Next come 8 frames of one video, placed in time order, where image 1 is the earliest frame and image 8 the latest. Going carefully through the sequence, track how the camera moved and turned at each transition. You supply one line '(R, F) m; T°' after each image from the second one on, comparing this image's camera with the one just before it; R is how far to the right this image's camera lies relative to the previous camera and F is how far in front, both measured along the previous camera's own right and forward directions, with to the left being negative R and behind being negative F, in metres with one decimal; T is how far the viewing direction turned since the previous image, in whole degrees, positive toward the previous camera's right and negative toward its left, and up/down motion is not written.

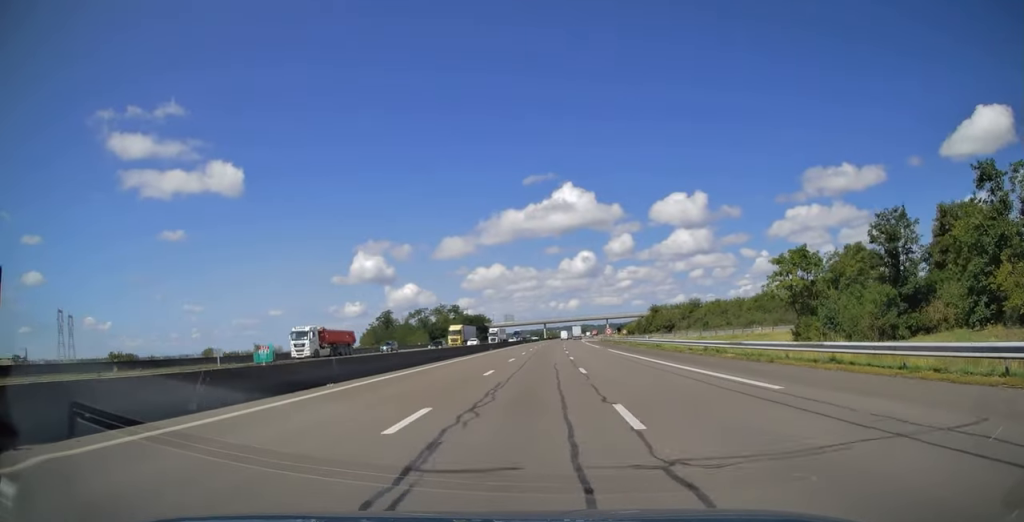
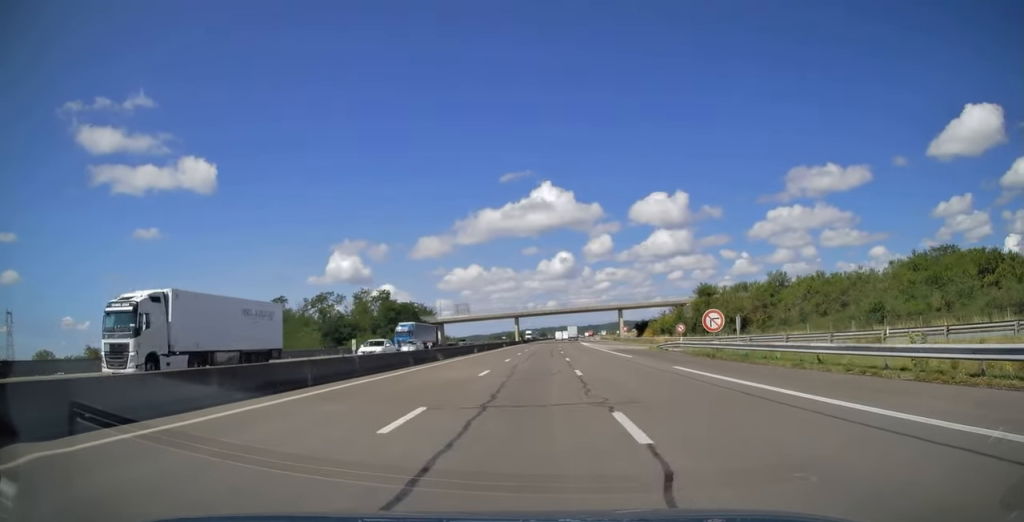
(+1.0, +79.2) m; +1°
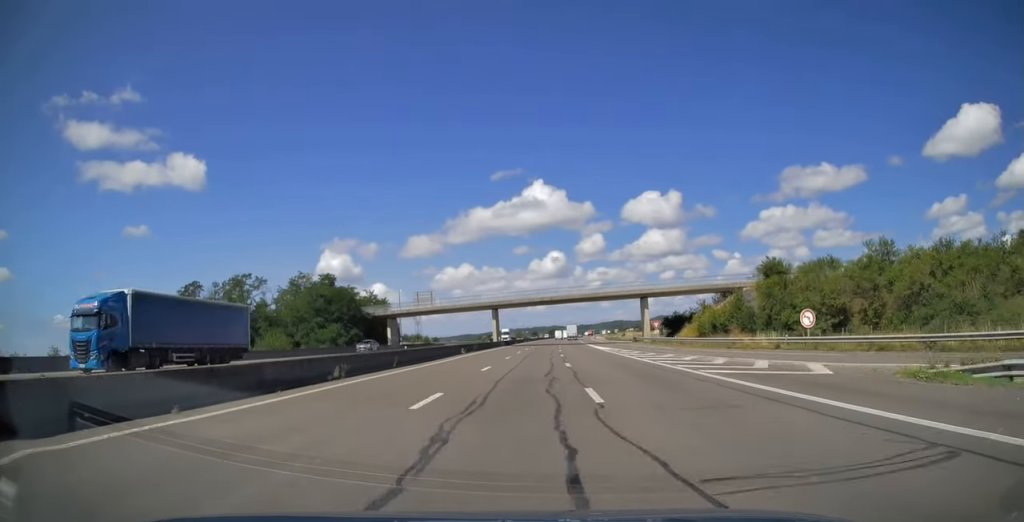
(+0.3, +36.9) m; +1°
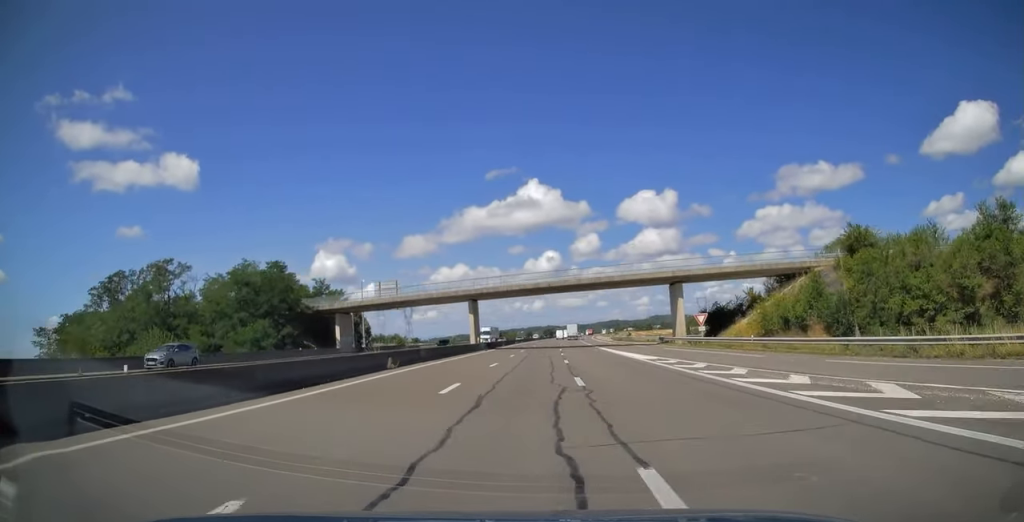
(+0.1, +22.5) m; +1°
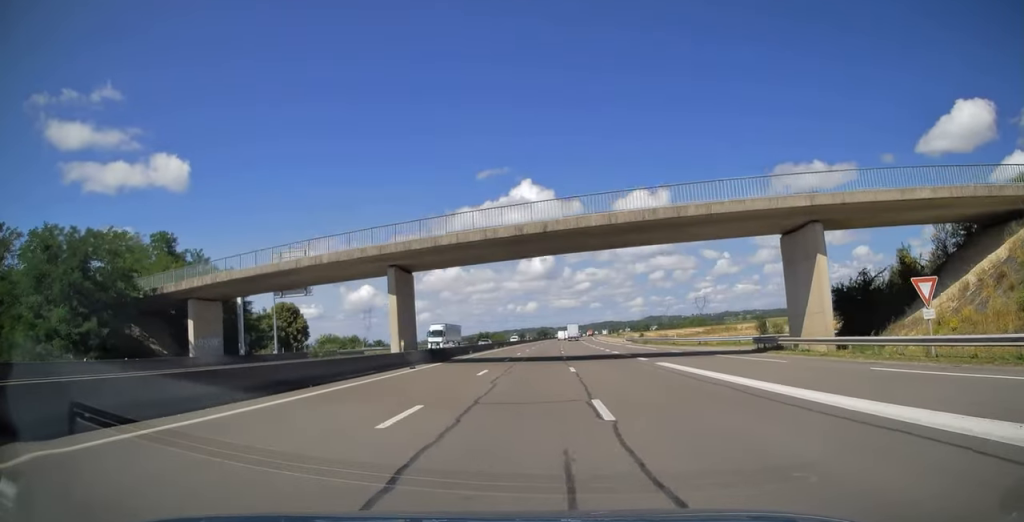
(+0.3, +31.6) m; +1°
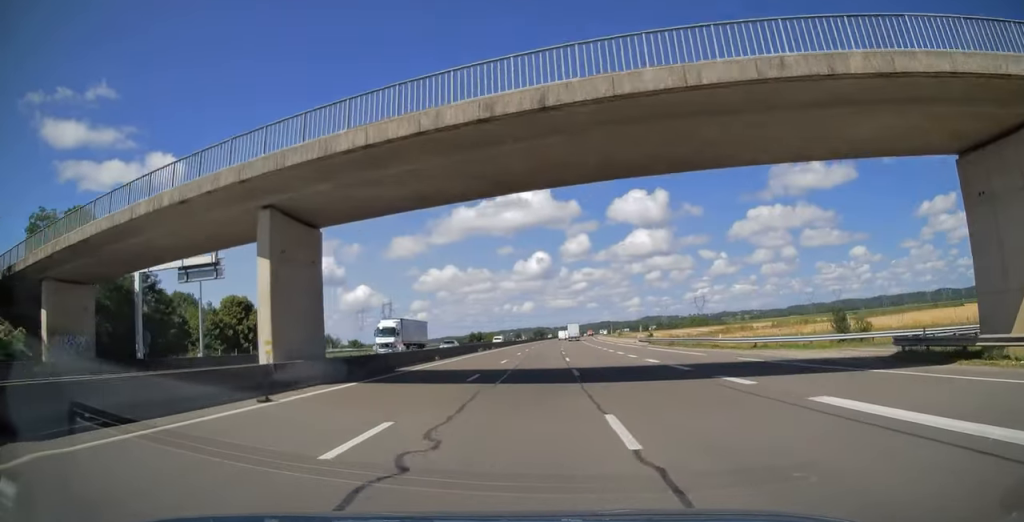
(+0.1, +15.5) m; 0°
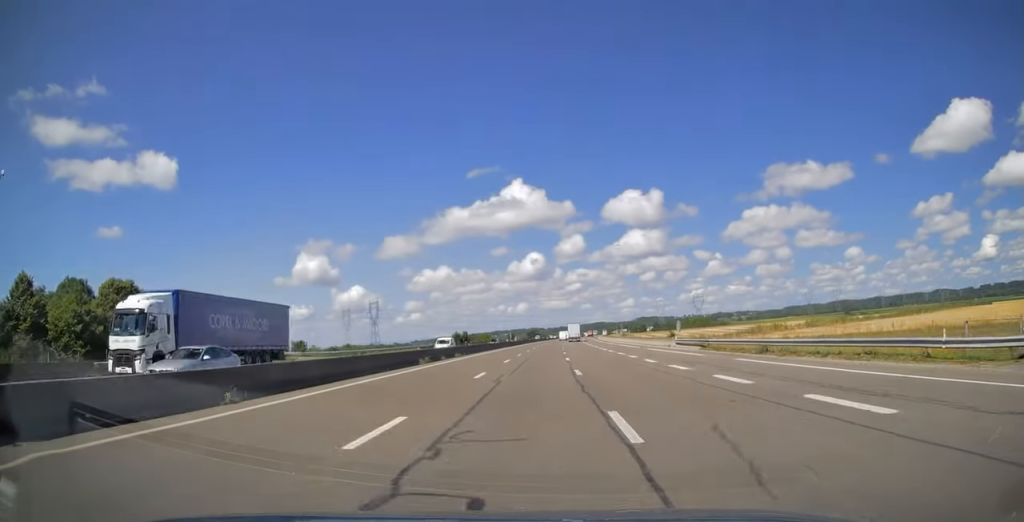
(0.0, +25.1) m; +1°
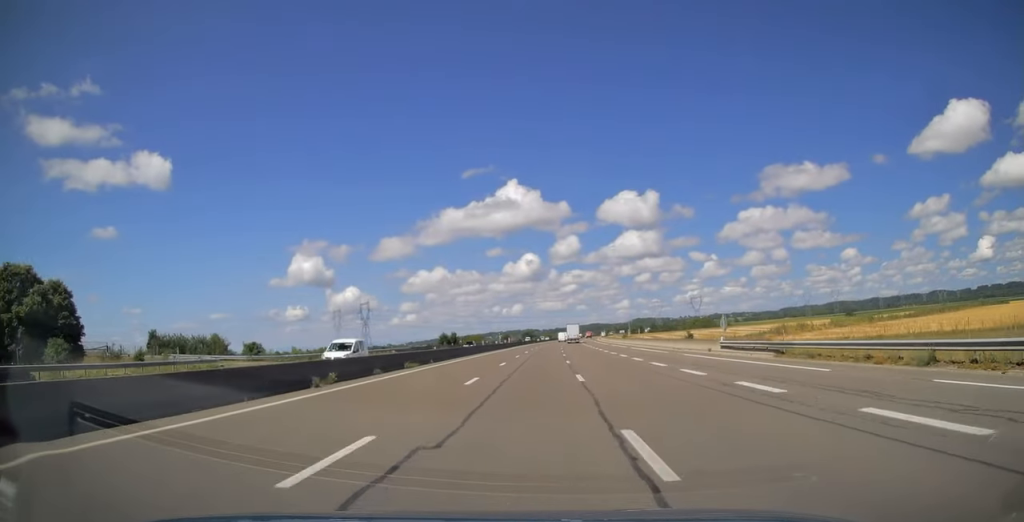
(+0.1, +14.9) m; 0°
